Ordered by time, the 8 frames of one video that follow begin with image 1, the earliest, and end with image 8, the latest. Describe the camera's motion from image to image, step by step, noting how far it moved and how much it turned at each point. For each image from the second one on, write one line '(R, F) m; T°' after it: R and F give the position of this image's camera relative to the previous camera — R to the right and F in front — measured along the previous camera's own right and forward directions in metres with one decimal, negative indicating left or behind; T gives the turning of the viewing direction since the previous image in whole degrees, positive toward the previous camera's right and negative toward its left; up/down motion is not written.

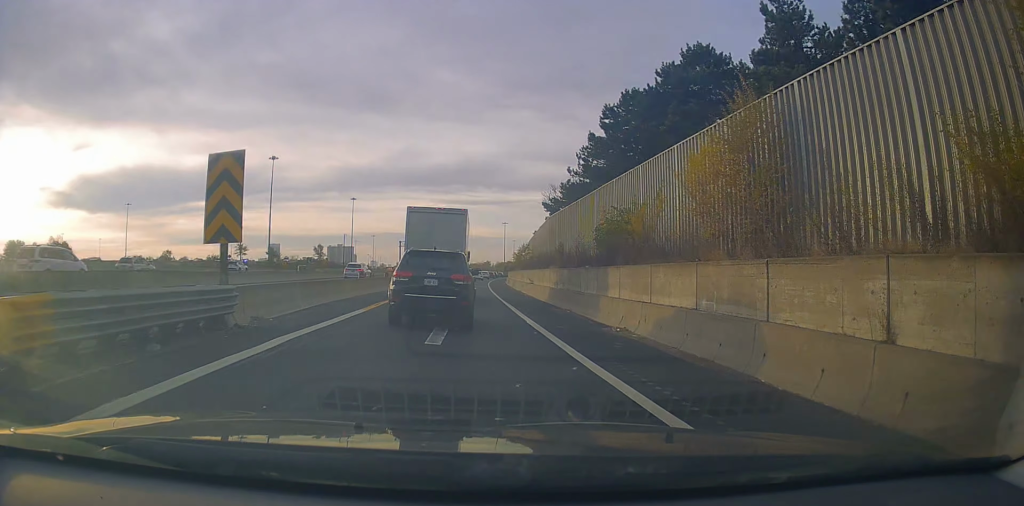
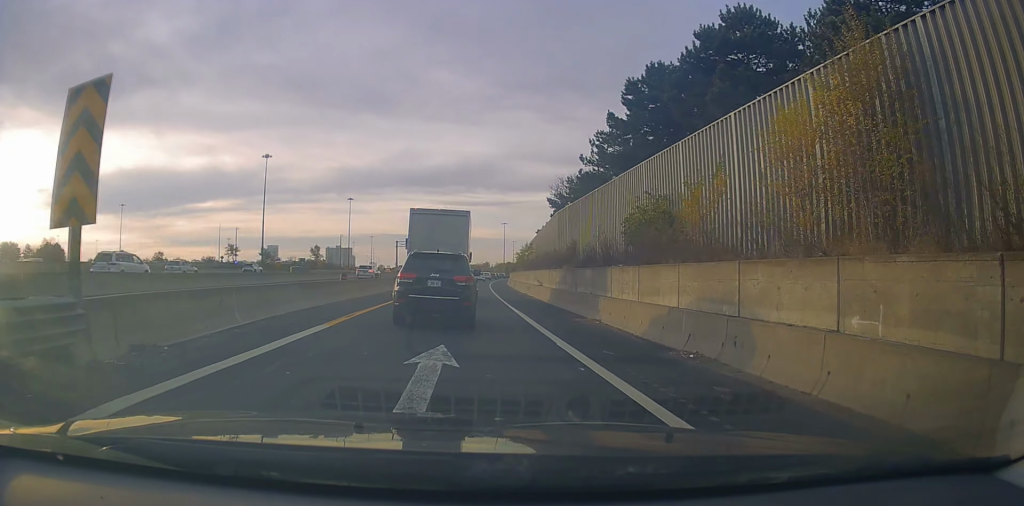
(+0.2, +4.8) m; +1°
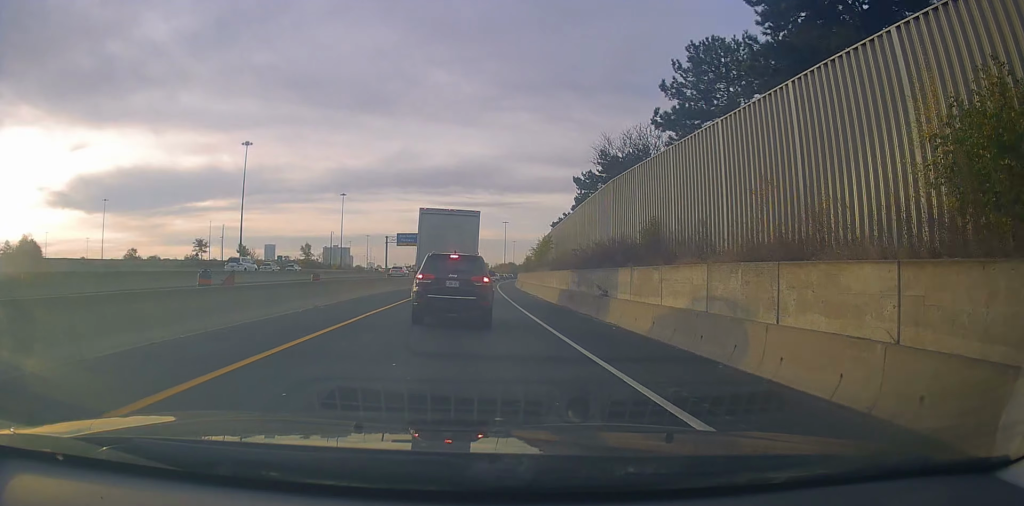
(-0.1, +16.0) m; 0°
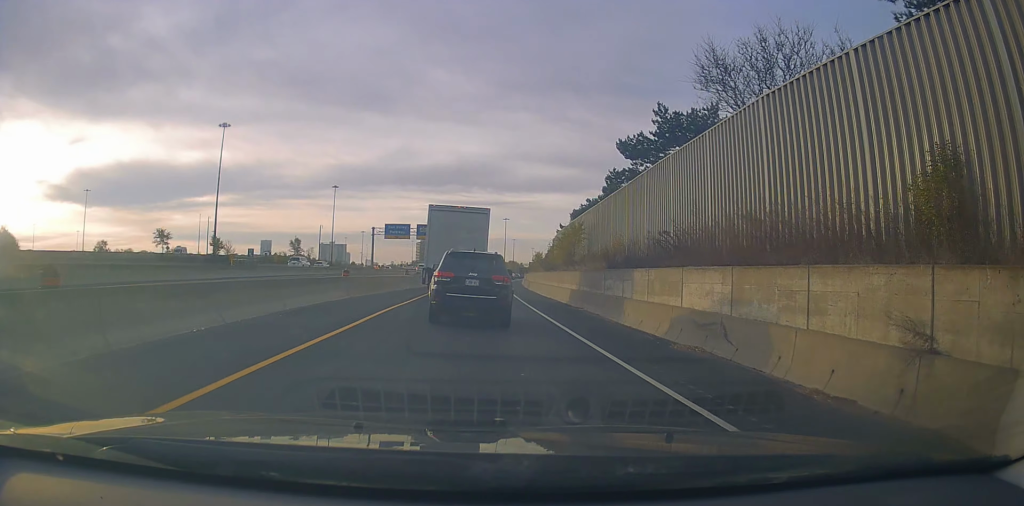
(-0.2, +15.4) m; -2°
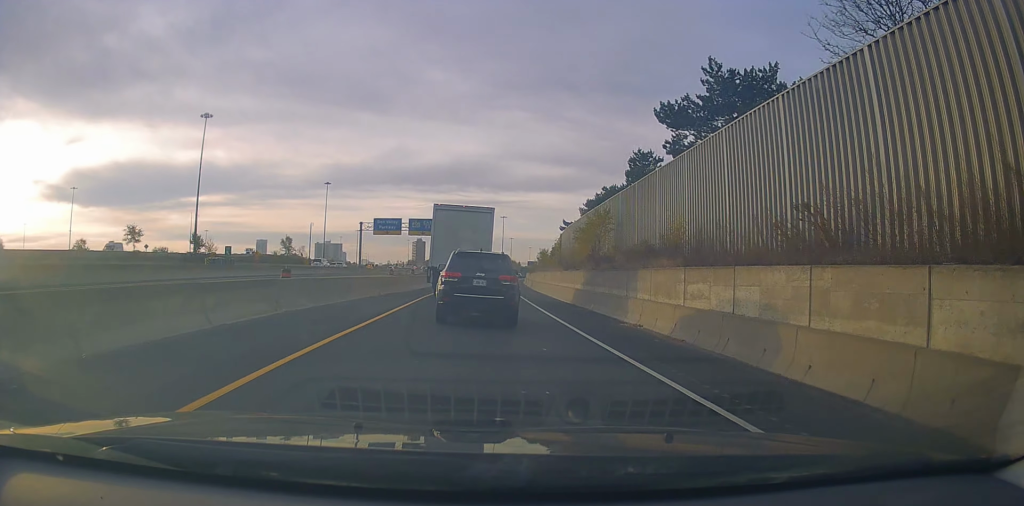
(0.0, +9.2) m; +1°
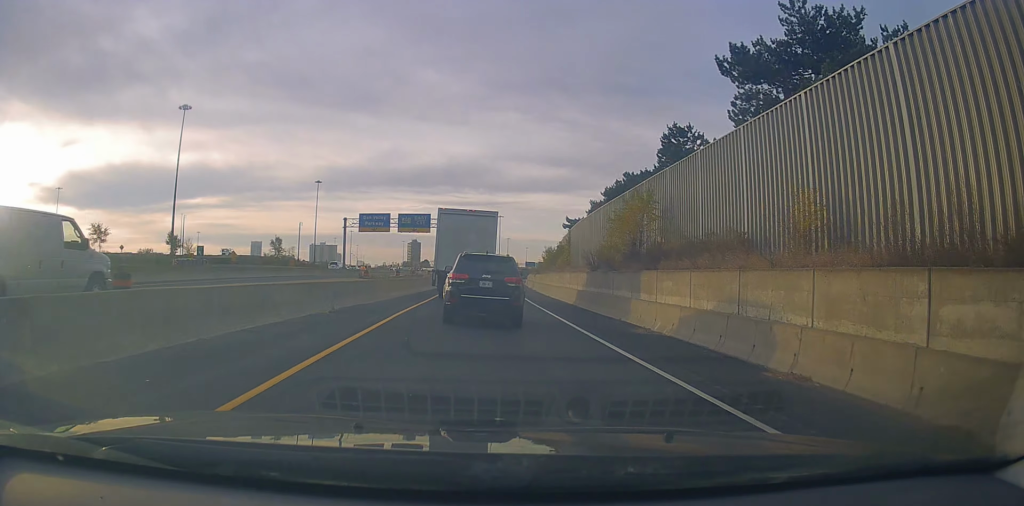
(+0.2, +9.3) m; 0°
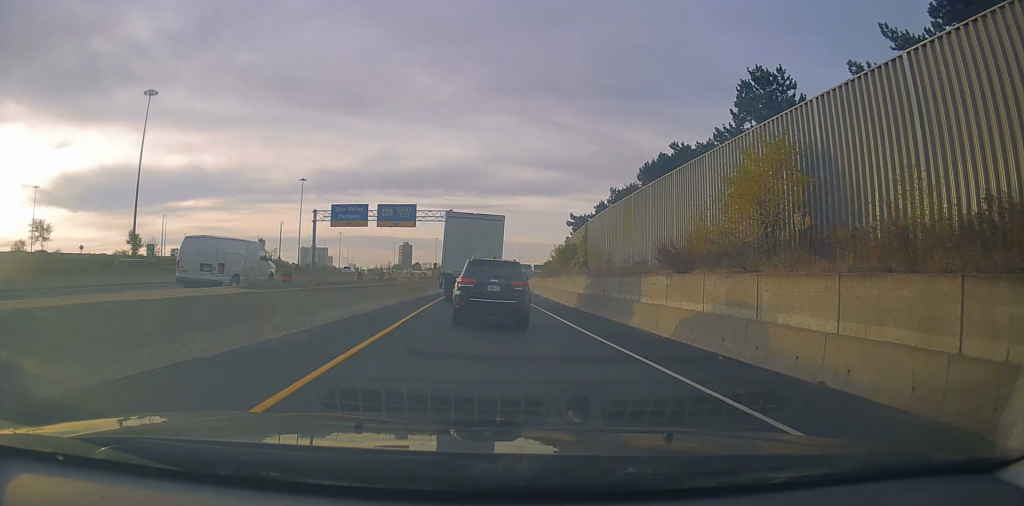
(-0.2, +12.4) m; 0°
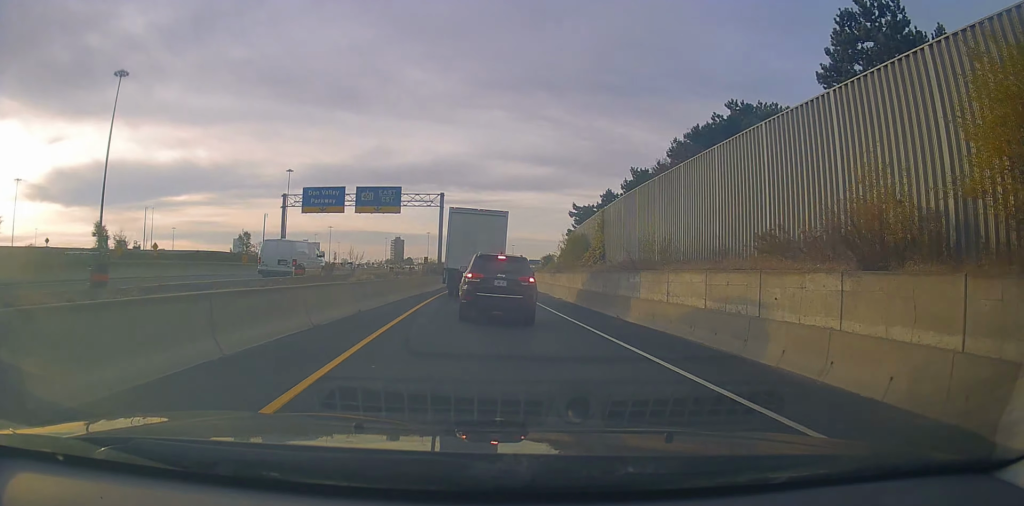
(+0.2, +8.9) m; +1°
